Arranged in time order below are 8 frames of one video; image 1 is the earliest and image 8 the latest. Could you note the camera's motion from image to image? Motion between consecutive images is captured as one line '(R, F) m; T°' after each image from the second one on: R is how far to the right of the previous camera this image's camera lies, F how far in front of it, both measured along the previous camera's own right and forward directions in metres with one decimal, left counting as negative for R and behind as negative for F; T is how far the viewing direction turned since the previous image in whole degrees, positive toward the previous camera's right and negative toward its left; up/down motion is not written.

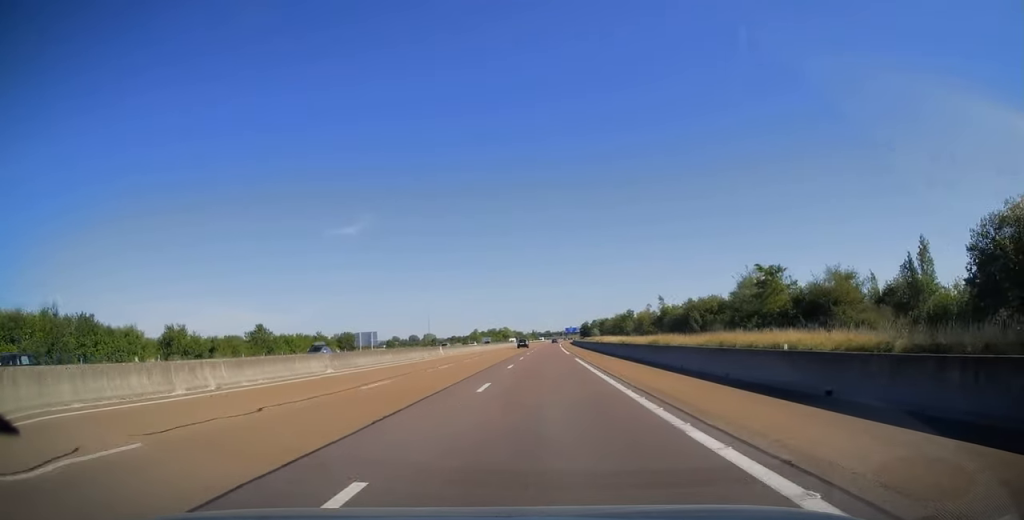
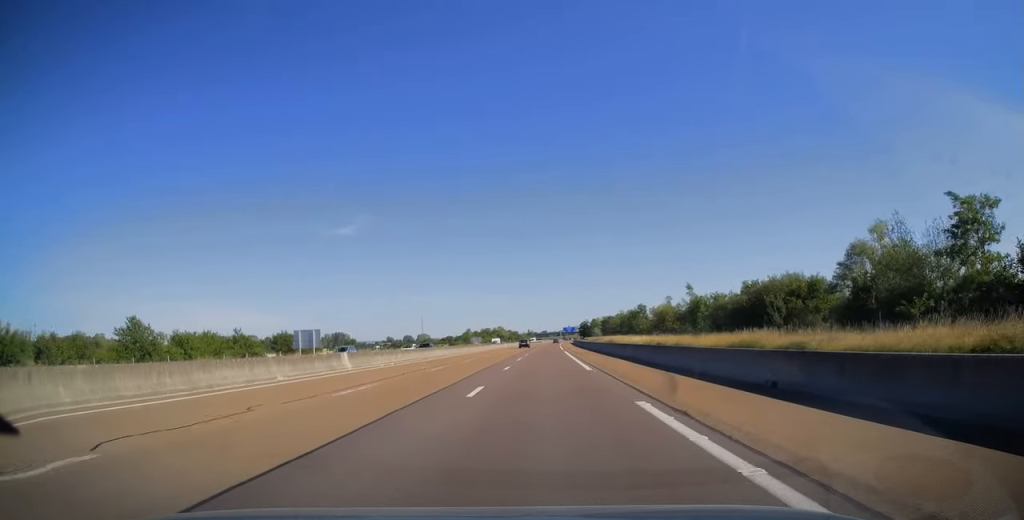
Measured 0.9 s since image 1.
(+0.1, +27.2) m; 0°
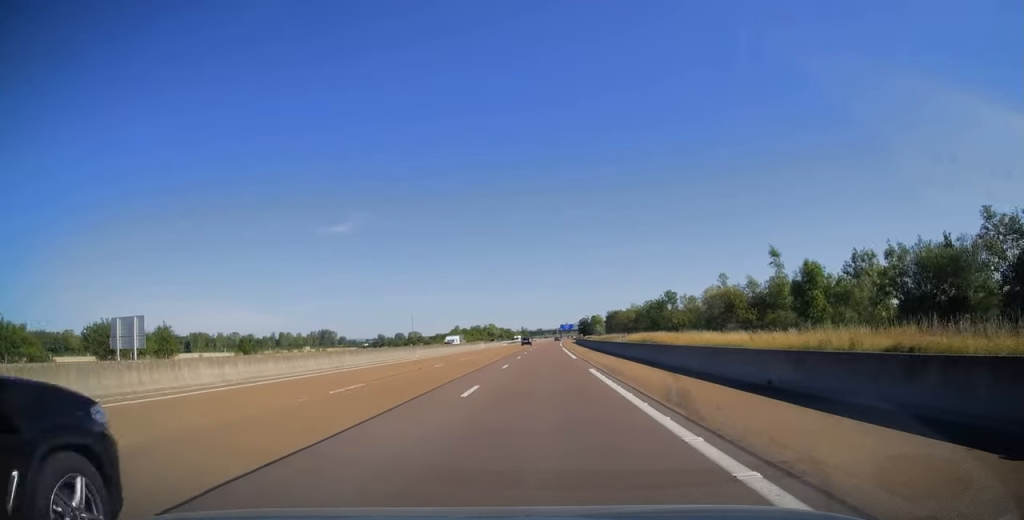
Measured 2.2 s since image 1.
(+0.1, +39.5) m; 0°
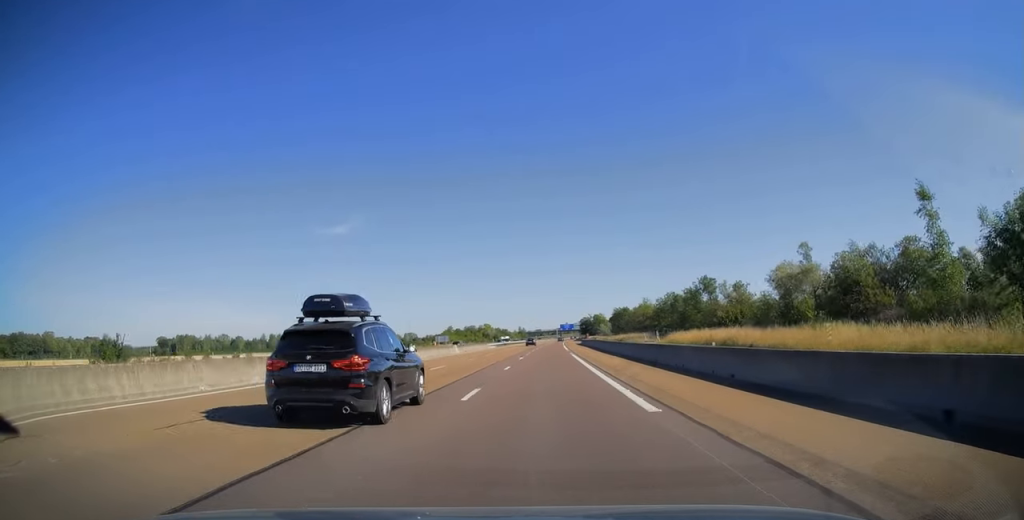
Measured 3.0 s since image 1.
(+0.1, +26.7) m; 0°
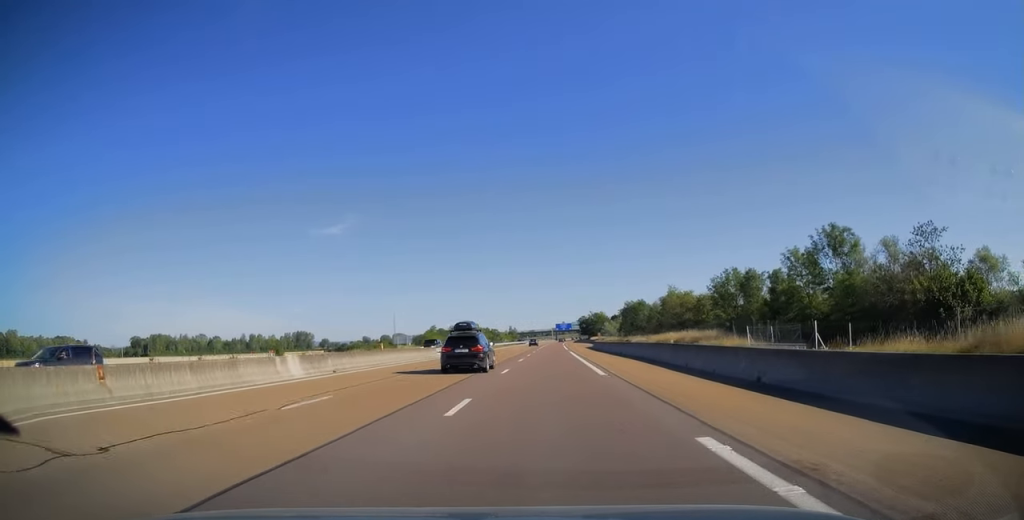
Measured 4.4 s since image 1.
(+0.1, +41.6) m; 0°
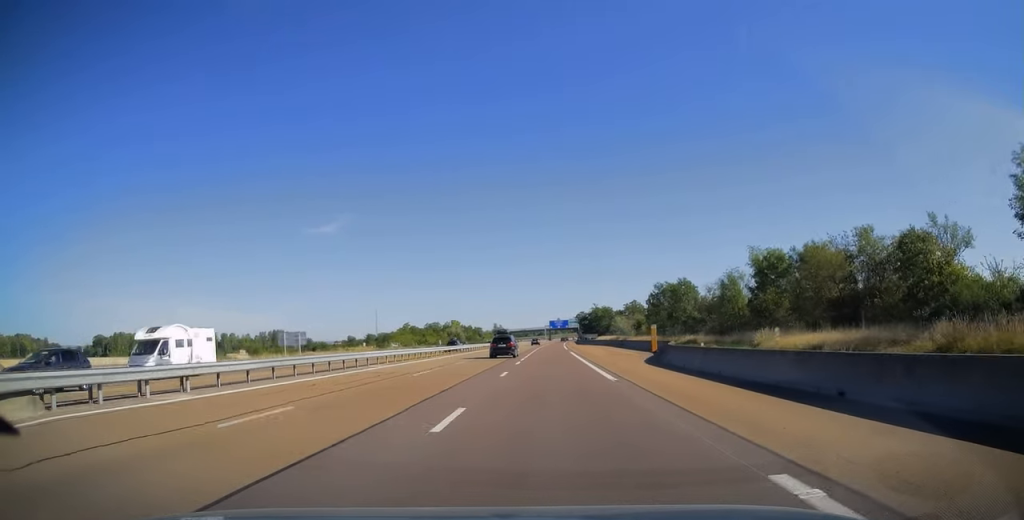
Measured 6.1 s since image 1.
(+0.4, +54.0) m; +1°
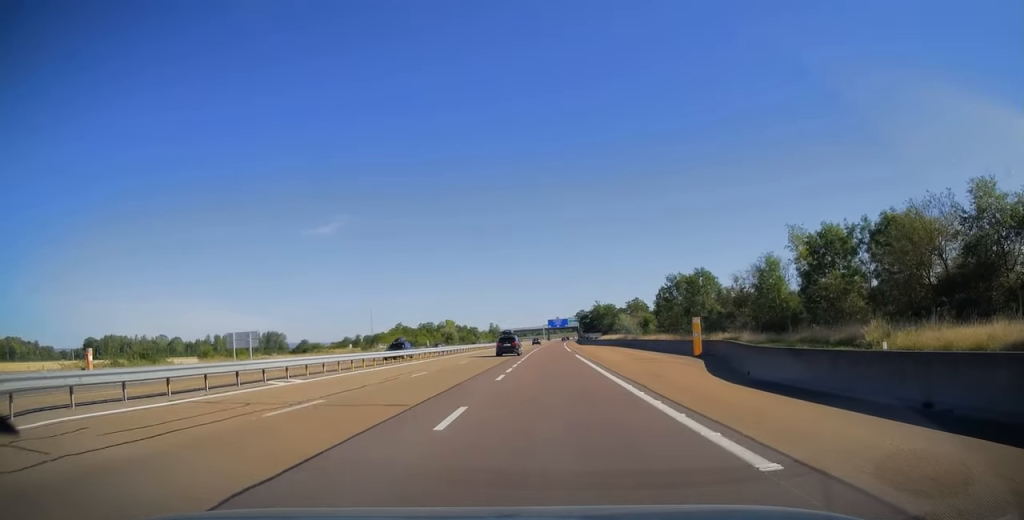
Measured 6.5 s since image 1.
(0.0, +12.9) m; 0°
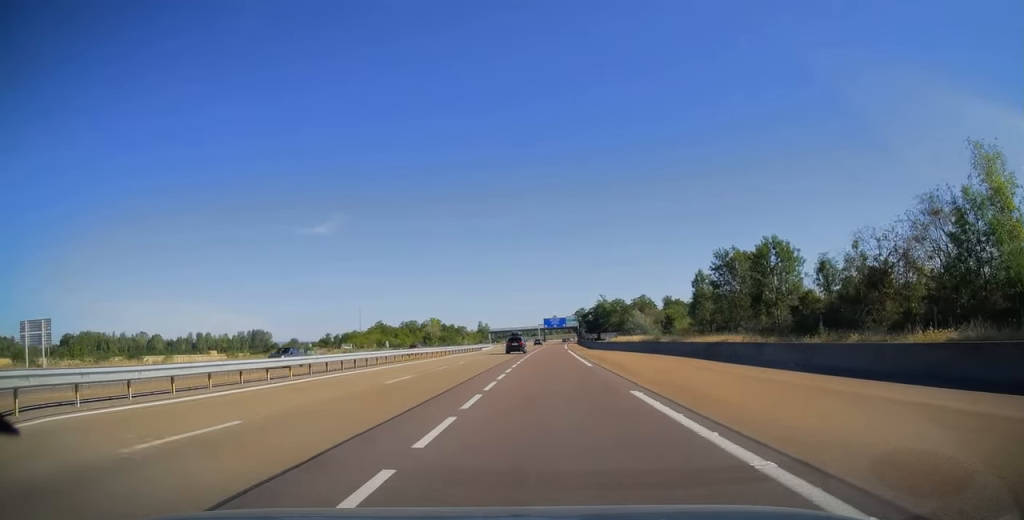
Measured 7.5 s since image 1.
(+0.1, +29.9) m; +1°
